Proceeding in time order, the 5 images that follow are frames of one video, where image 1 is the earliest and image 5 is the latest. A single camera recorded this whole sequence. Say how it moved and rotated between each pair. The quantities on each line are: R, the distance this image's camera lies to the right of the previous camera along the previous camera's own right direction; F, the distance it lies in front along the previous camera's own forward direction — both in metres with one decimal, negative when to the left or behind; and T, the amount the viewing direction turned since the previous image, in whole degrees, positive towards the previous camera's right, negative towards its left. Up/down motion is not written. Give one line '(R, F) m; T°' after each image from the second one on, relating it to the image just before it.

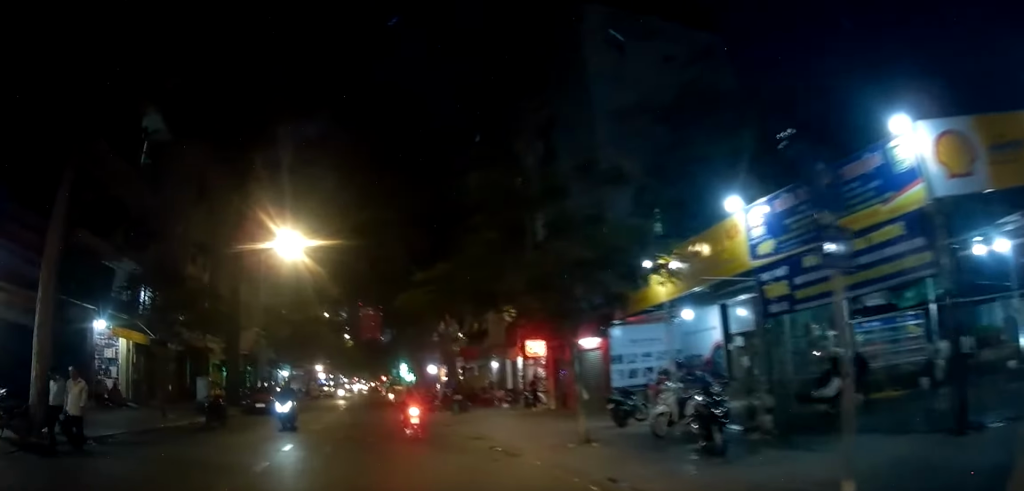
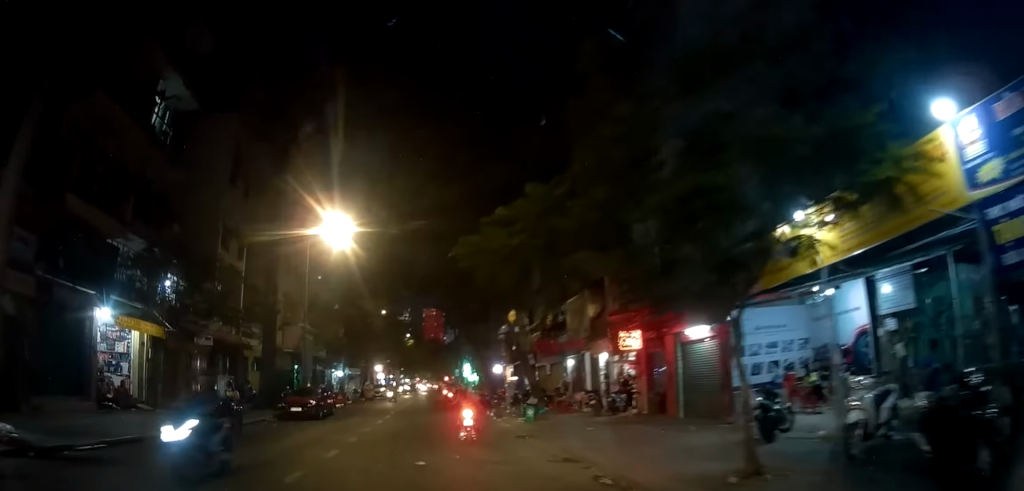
(-0.4, +3.9) m; -4°
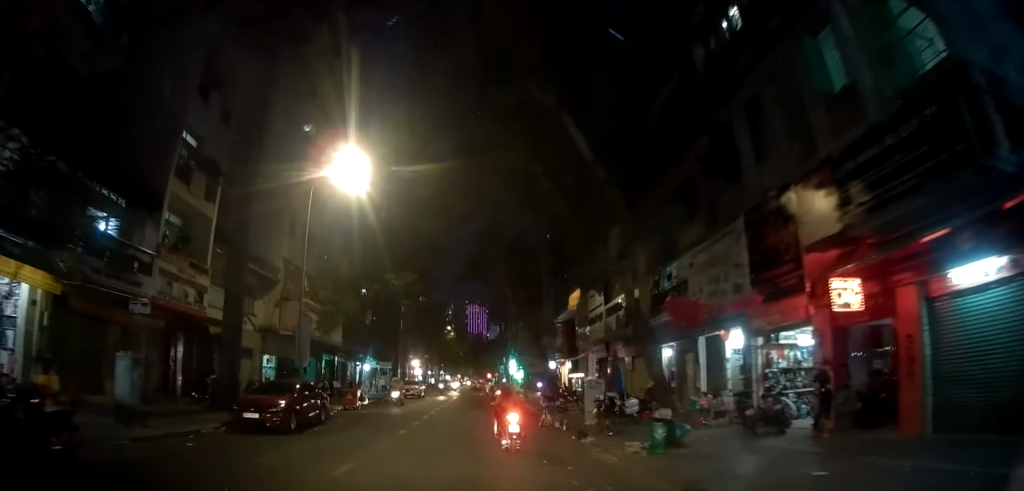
(+0.4, +9.0) m; +3°
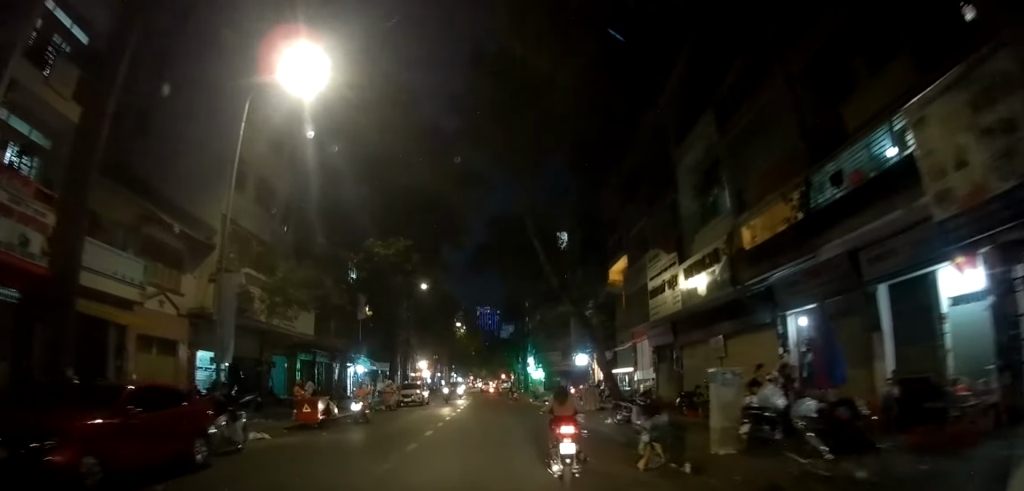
(-0.5, +8.0) m; +3°
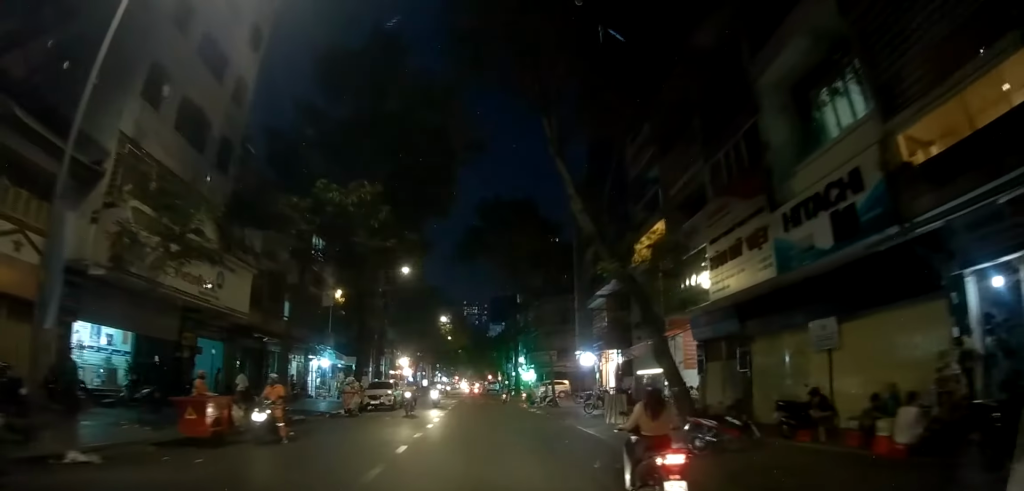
(+0.3, +6.0) m; -6°
